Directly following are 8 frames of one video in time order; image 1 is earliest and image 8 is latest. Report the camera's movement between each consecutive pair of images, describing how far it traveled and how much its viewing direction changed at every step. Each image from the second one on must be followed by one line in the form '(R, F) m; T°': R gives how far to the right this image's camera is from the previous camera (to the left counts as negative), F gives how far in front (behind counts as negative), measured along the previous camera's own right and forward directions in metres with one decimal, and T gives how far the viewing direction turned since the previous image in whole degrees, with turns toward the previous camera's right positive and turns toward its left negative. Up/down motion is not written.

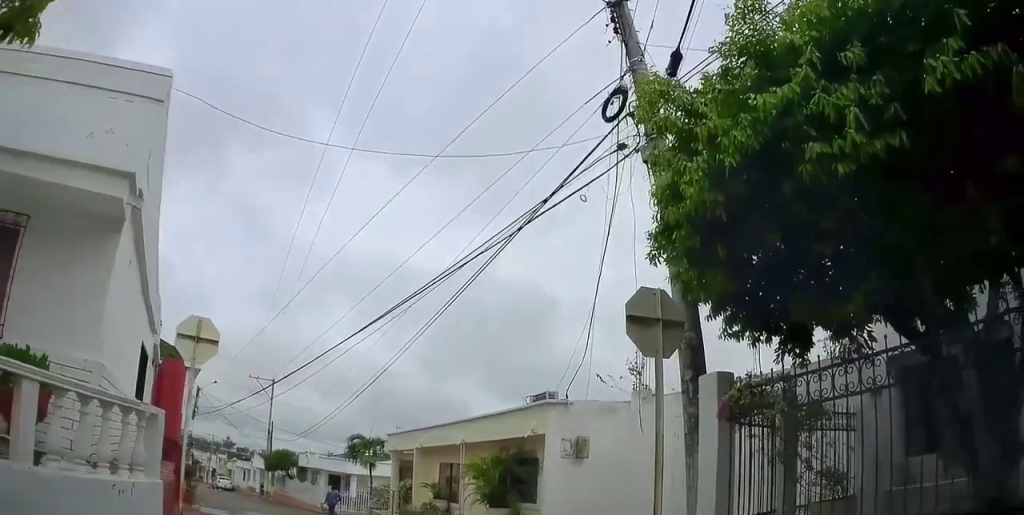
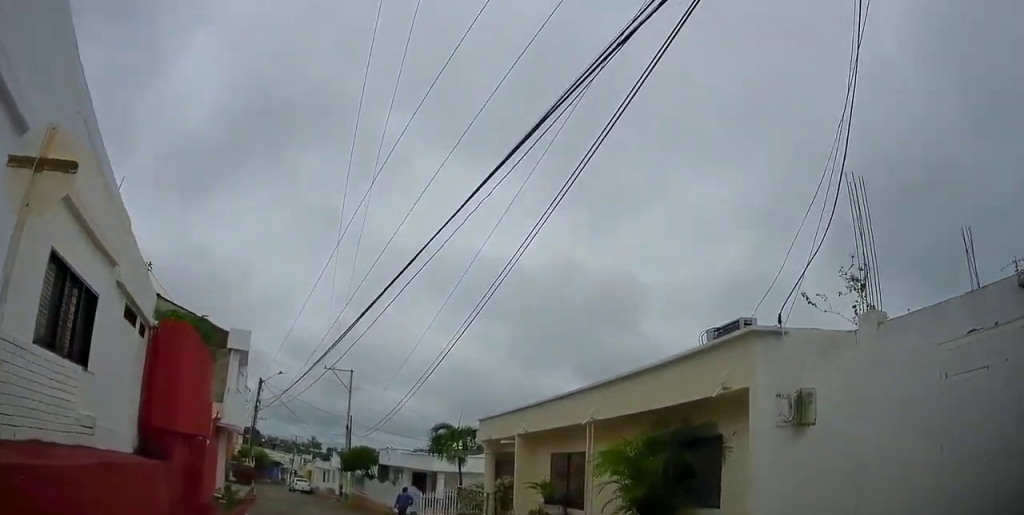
(+0.5, +5.1) m; -4°
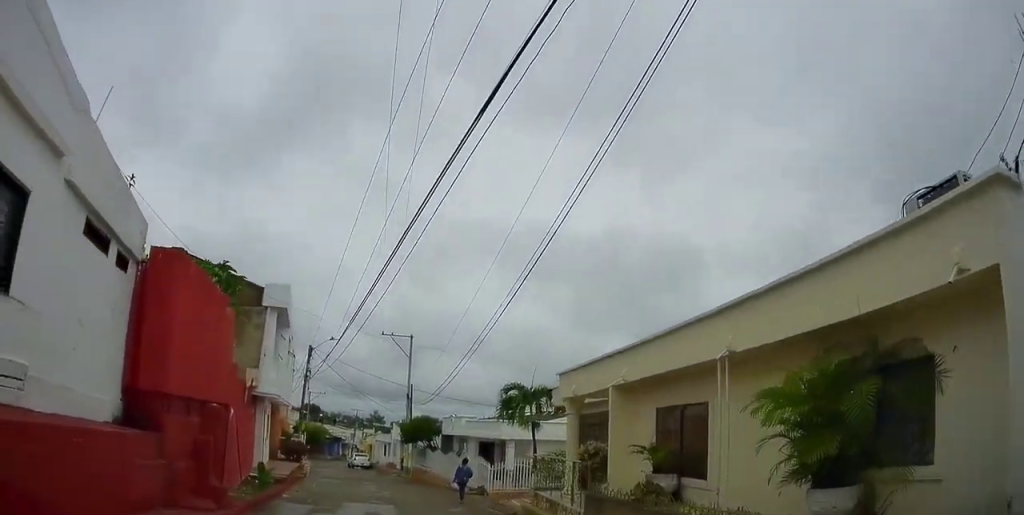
(-0.5, +2.6) m; -6°
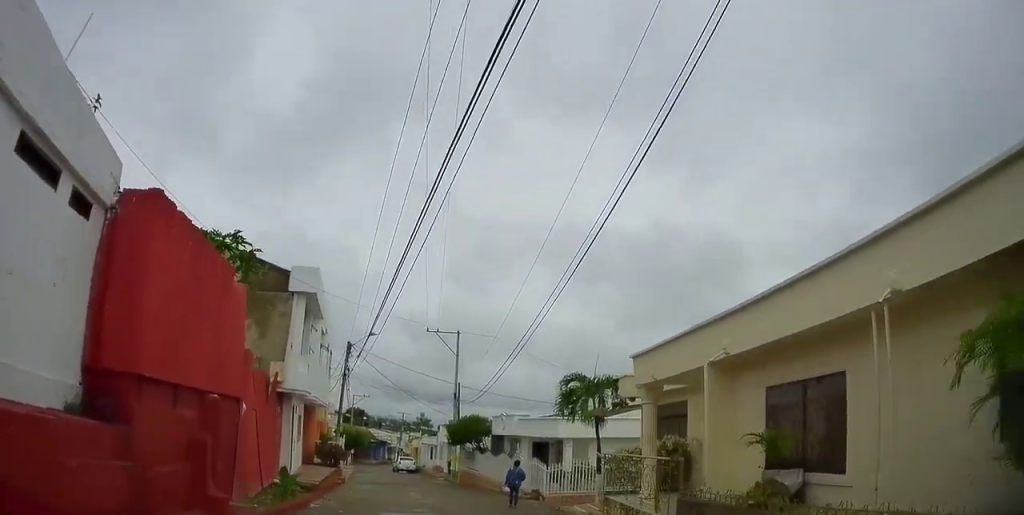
(-0.1, +2.1) m; -1°
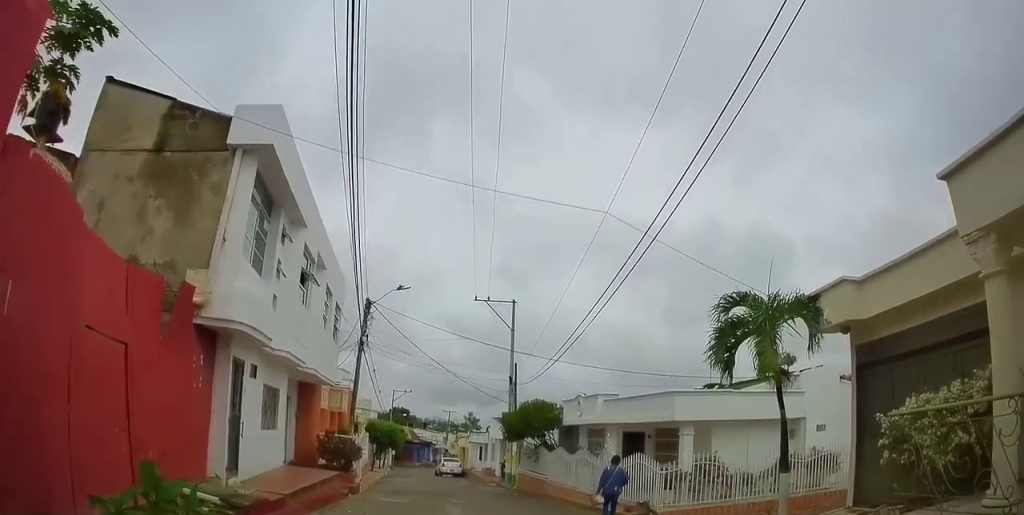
(+0.1, +7.0) m; -14°
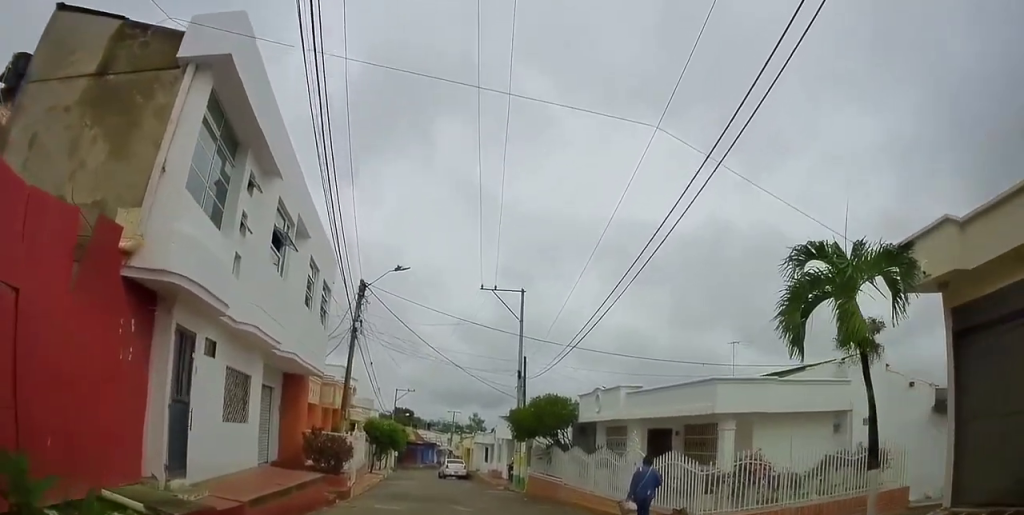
(-0.5, +2.2) m; -6°
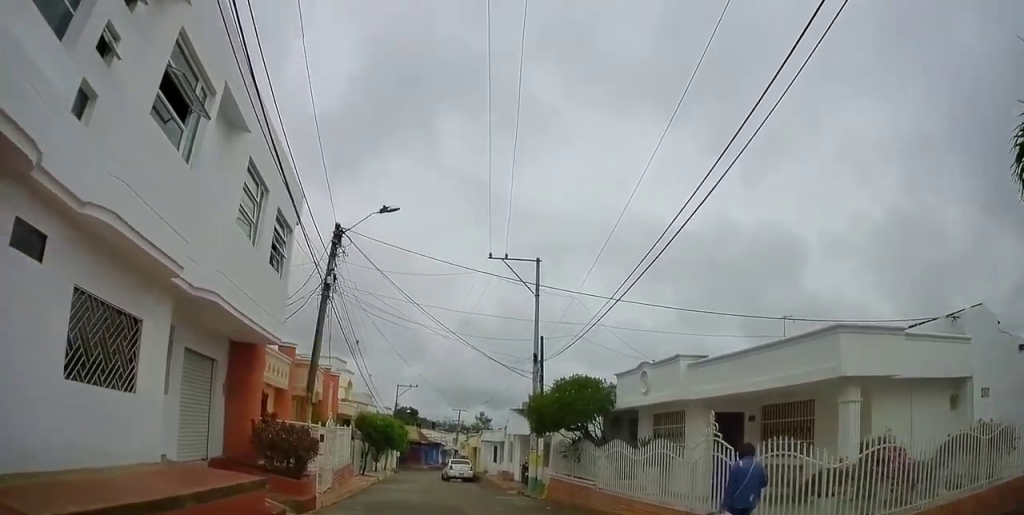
(0.0, +4.5) m; +3°
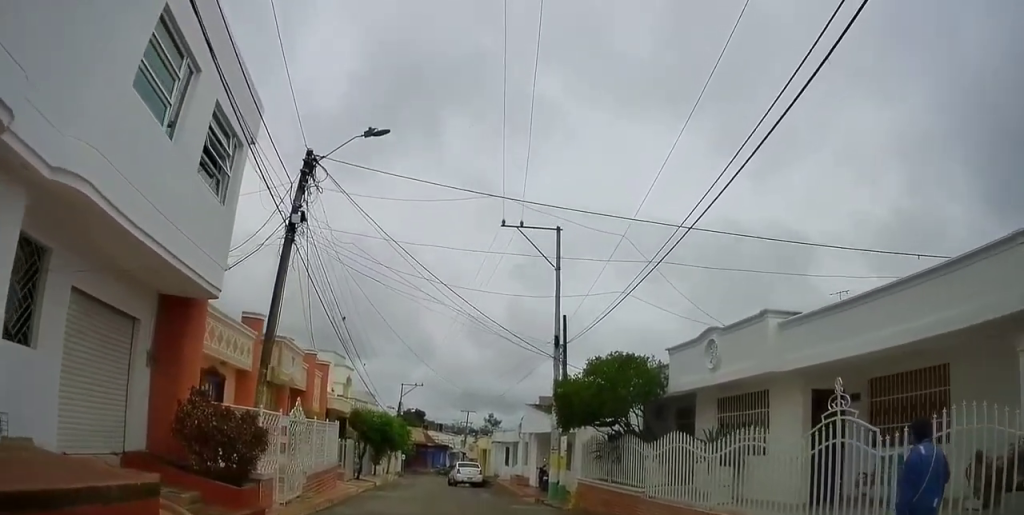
(+0.2, +3.6) m; +1°
